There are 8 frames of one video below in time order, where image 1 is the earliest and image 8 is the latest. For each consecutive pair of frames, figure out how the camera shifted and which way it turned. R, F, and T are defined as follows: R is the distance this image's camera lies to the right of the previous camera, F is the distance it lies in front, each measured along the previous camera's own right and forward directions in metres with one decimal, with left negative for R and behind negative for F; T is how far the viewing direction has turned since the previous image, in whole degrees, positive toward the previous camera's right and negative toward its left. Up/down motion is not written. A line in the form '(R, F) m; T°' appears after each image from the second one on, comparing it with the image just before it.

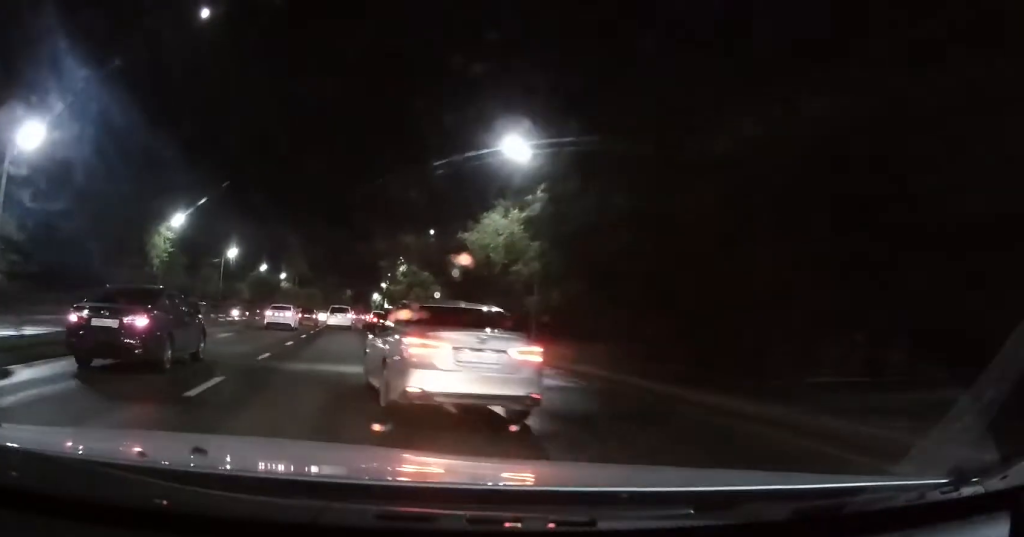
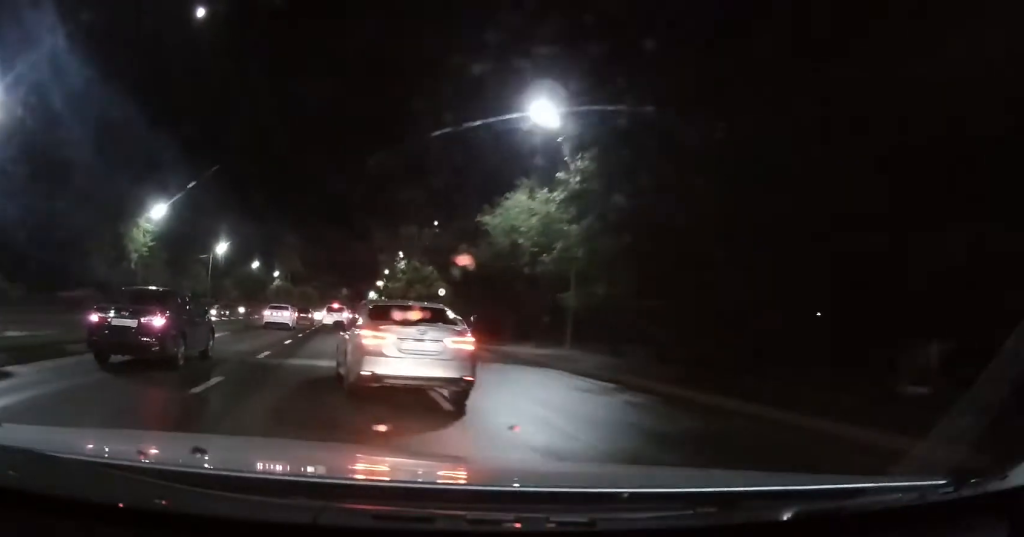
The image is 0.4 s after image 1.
(+0.1, +6.9) m; 0°
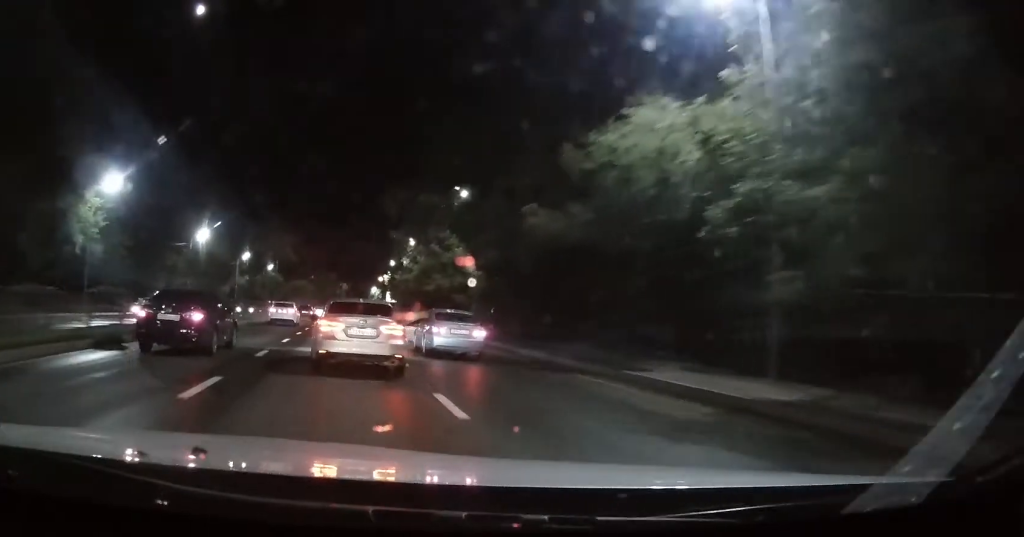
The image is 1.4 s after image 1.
(-0.1, +15.9) m; 0°
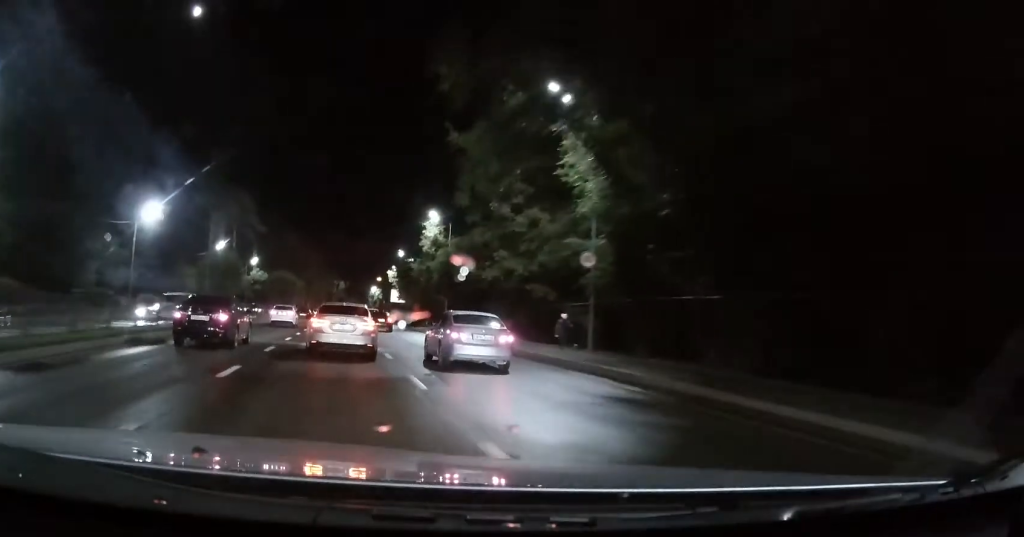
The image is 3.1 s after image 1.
(-0.1, +26.1) m; 0°
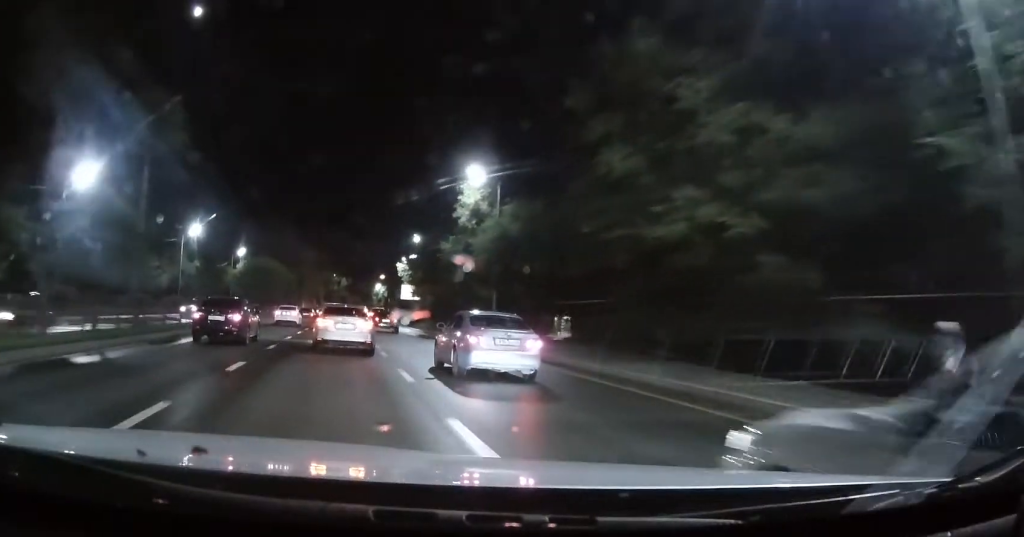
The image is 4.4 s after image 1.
(0.0, +20.8) m; +1°
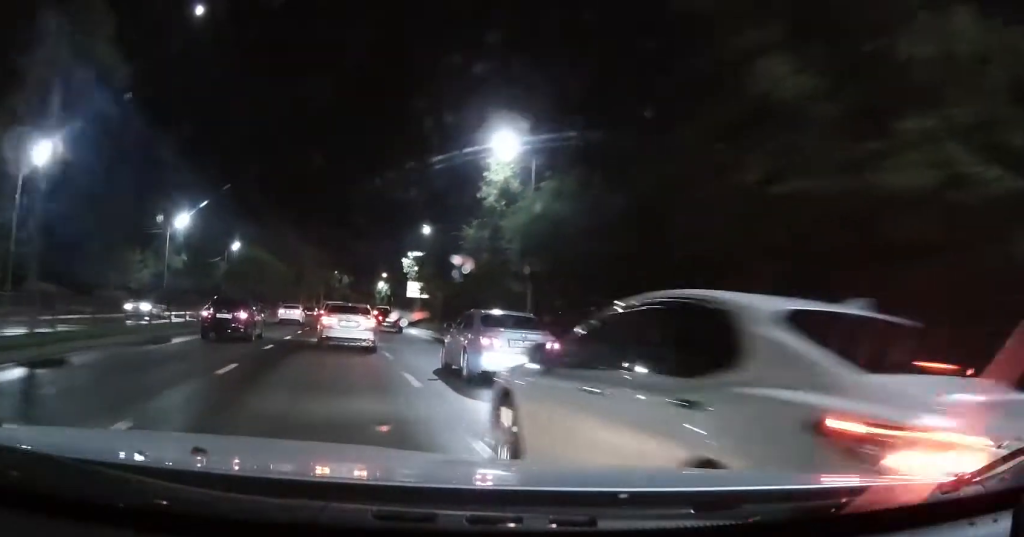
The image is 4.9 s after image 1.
(0.0, +8.5) m; +1°
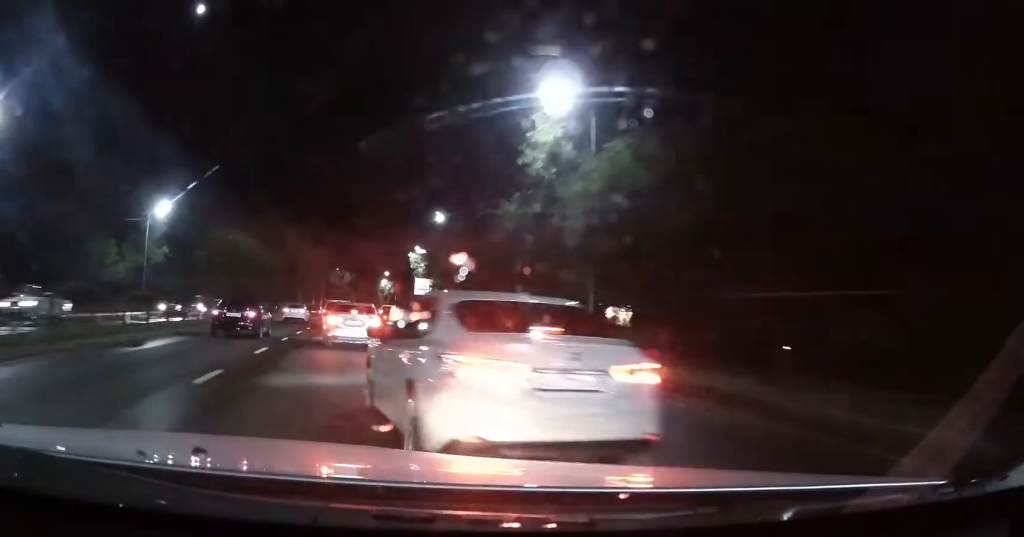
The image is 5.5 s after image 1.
(+0.2, +9.6) m; 0°
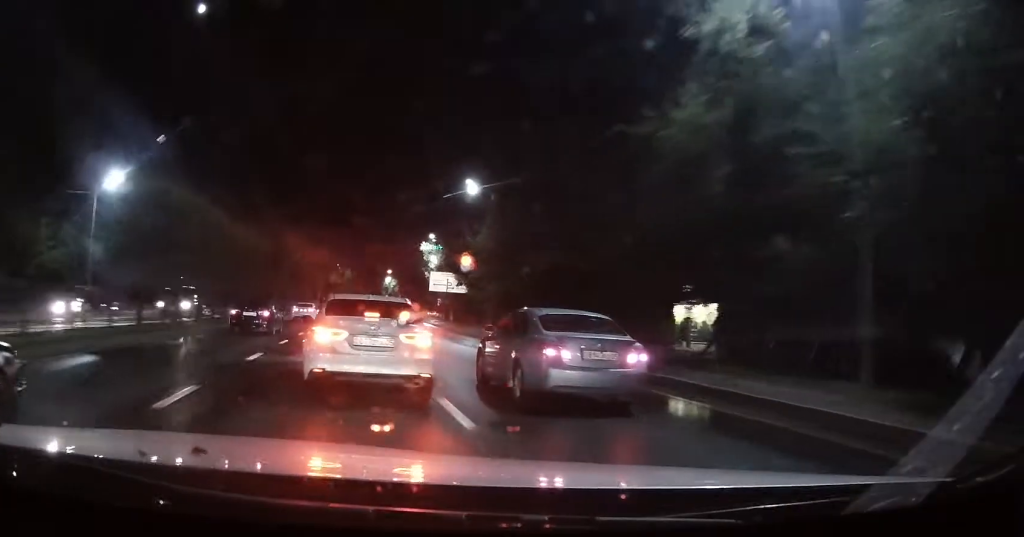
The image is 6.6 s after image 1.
(-0.2, +17.0) m; -2°
